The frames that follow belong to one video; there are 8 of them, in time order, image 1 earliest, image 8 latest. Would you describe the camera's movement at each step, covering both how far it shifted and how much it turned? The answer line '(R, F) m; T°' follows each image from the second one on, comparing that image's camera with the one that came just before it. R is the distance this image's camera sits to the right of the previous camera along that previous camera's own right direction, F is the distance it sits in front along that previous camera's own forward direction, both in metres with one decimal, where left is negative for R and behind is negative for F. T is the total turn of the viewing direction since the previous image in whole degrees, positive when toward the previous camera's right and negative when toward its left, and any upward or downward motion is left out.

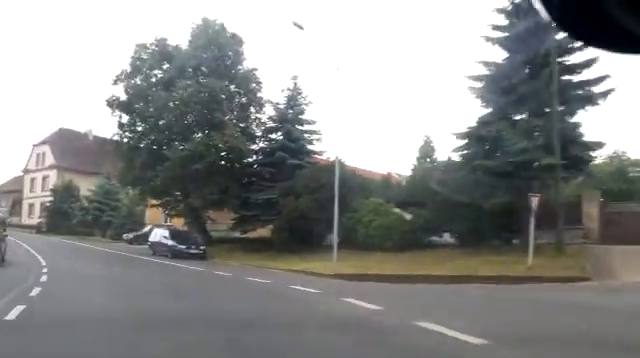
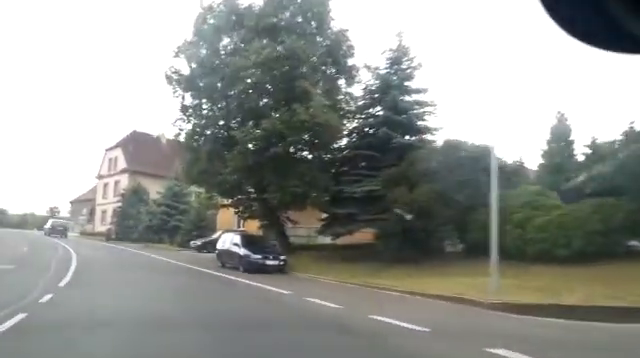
(-0.4, +7.3) m; -2°
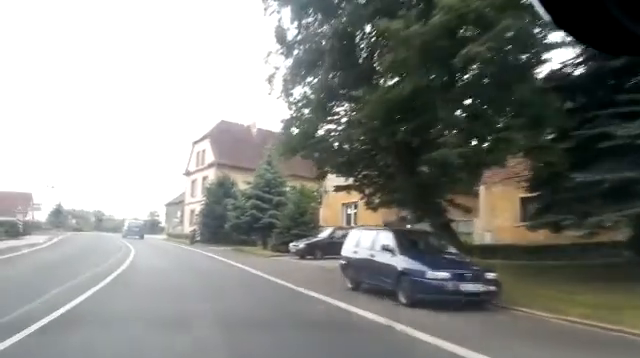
(-0.3, +10.3) m; -4°
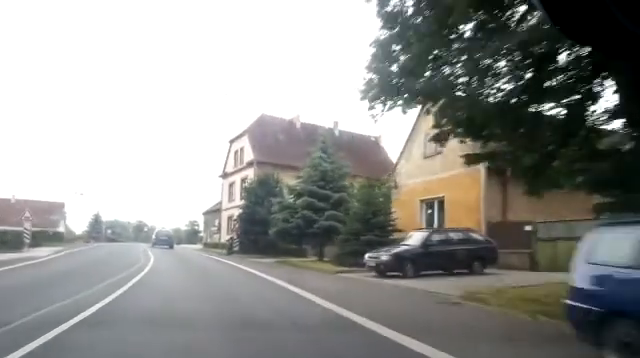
(+0.3, +7.3) m; -4°
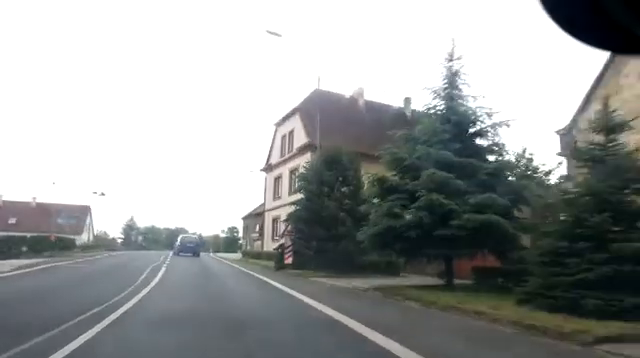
(-1.2, +11.0) m; -7°
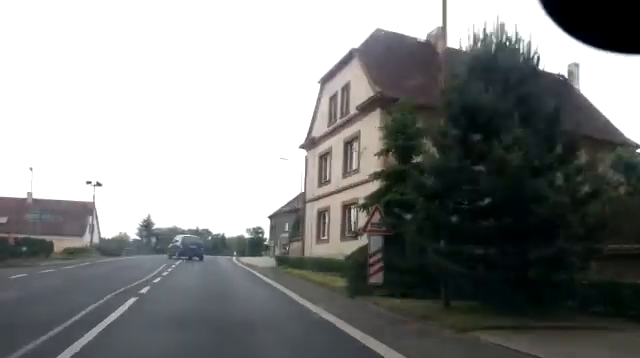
(-0.5, +12.0) m; -2°
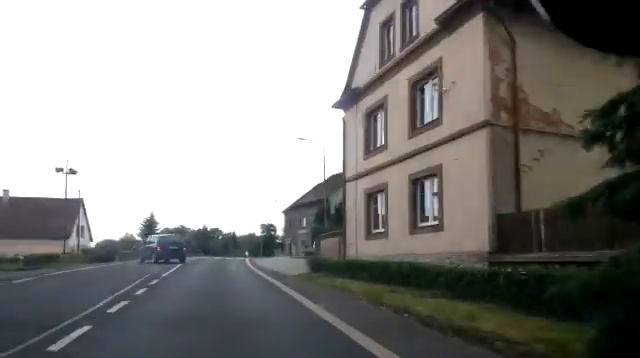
(0.0, +9.5) m; 0°
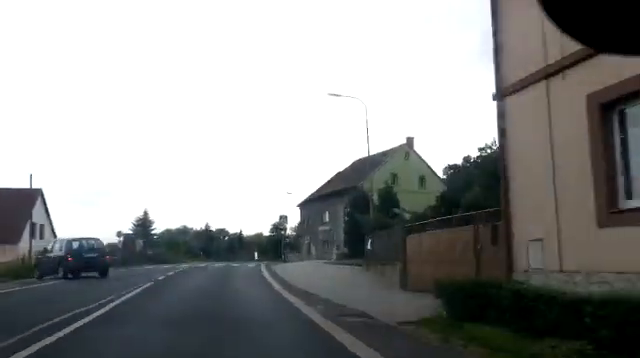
(0.0, +13.3) m; -1°
